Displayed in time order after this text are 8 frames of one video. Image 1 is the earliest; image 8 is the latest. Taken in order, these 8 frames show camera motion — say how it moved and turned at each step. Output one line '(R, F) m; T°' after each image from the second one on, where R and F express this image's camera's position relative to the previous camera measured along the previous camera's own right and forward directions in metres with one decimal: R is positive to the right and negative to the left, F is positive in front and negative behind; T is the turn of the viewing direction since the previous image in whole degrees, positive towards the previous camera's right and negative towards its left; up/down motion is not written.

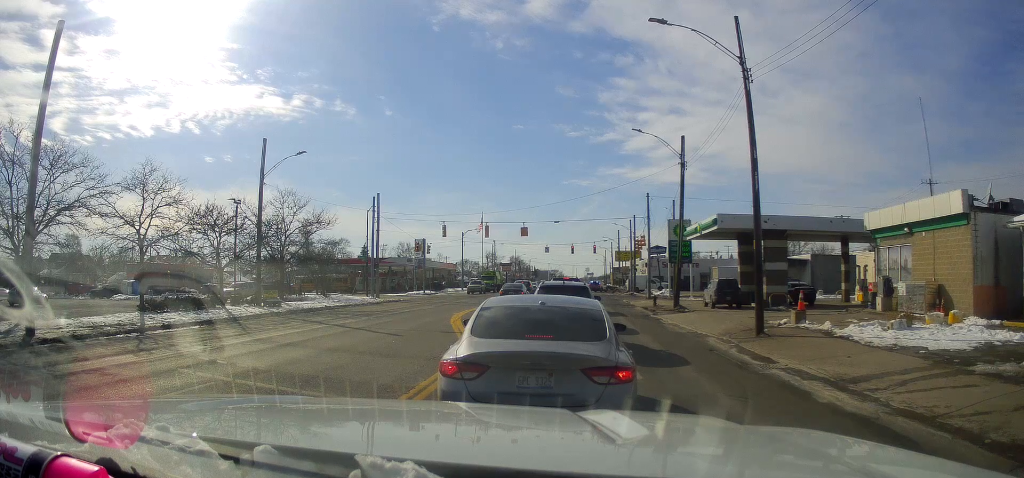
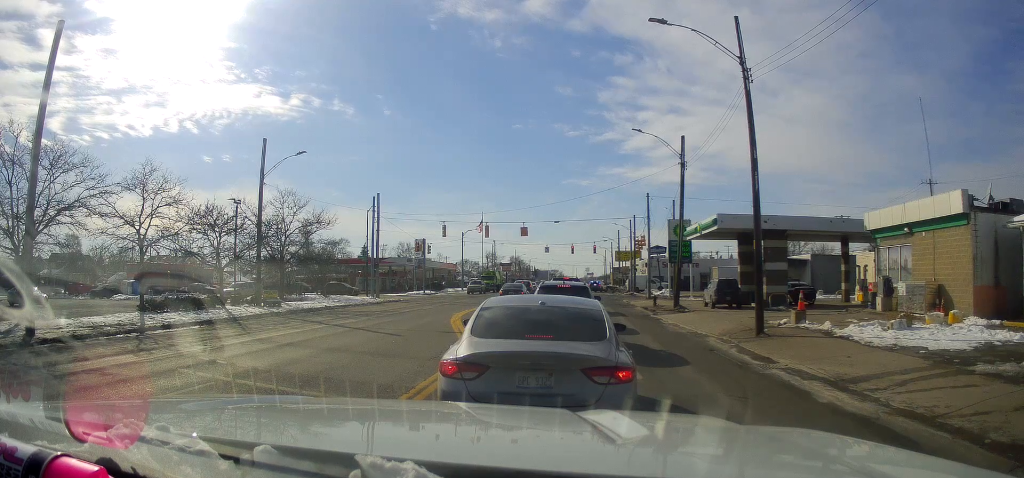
(-0.2, +0.2) m; 0°
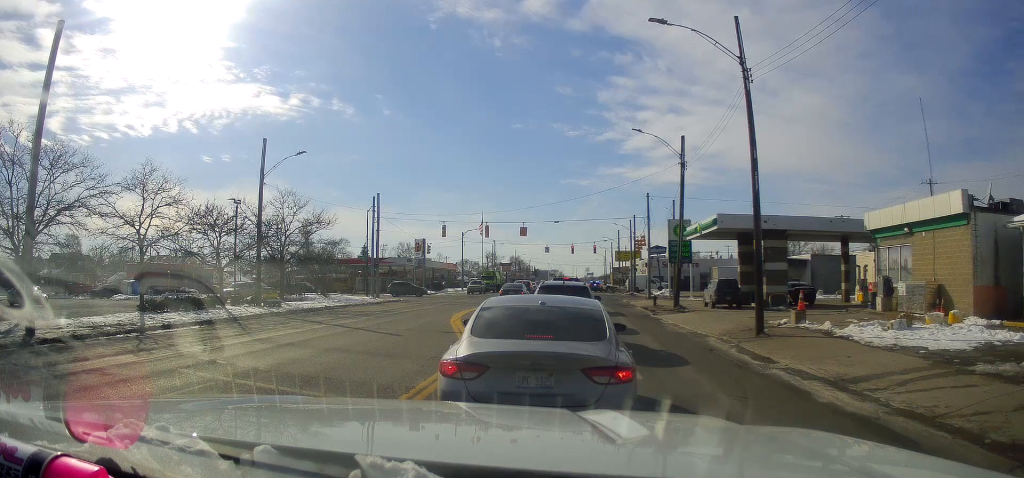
(0.0, 0.0) m; 0°
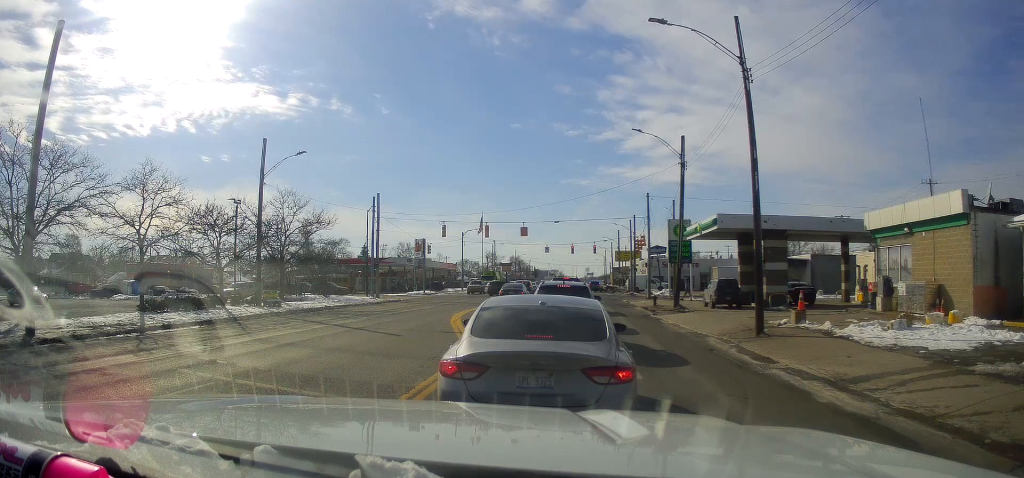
(-0.2, +0.2) m; 0°
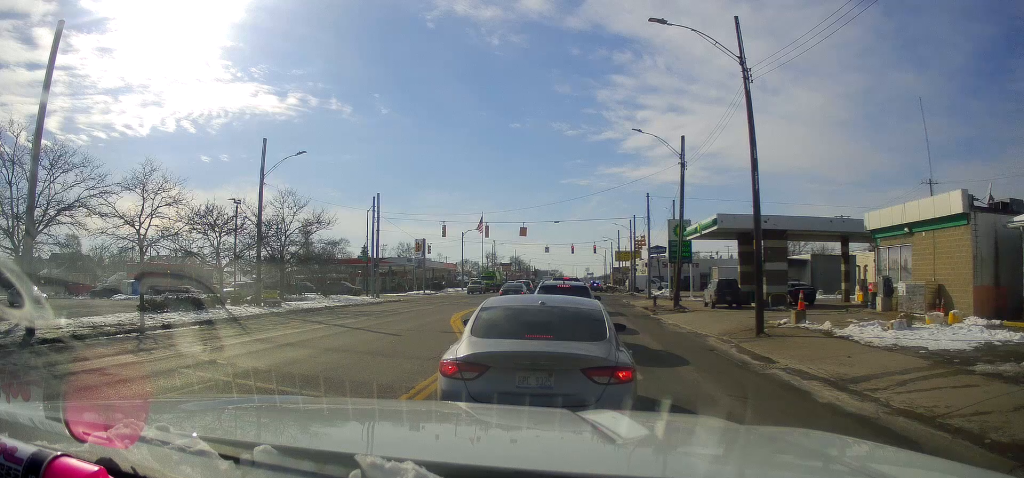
(0.0, 0.0) m; 0°
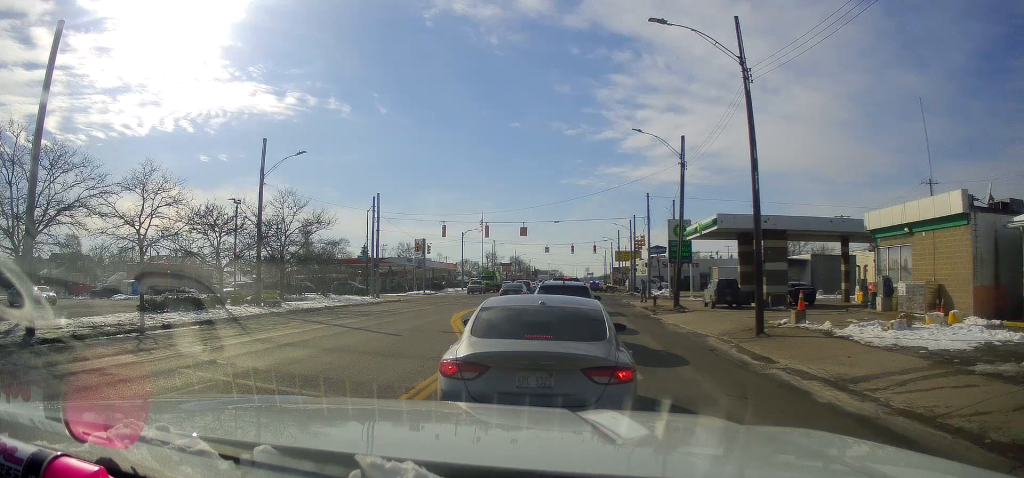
(-0.1, +0.2) m; 0°
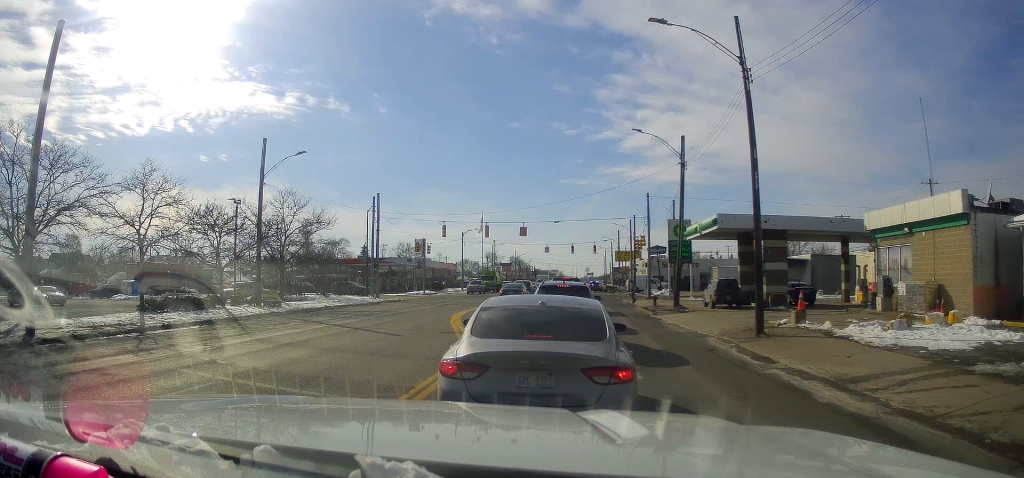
(0.0, 0.0) m; 0°
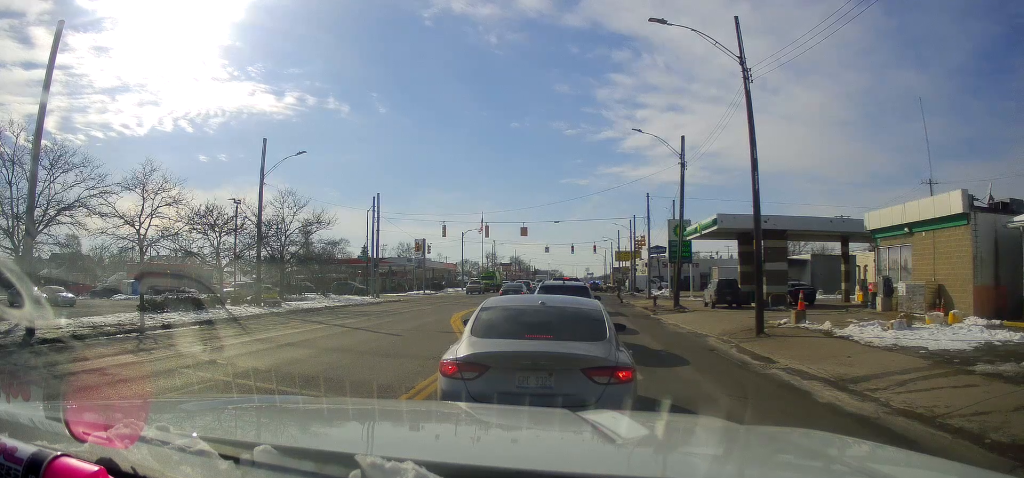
(0.0, 0.0) m; 0°
